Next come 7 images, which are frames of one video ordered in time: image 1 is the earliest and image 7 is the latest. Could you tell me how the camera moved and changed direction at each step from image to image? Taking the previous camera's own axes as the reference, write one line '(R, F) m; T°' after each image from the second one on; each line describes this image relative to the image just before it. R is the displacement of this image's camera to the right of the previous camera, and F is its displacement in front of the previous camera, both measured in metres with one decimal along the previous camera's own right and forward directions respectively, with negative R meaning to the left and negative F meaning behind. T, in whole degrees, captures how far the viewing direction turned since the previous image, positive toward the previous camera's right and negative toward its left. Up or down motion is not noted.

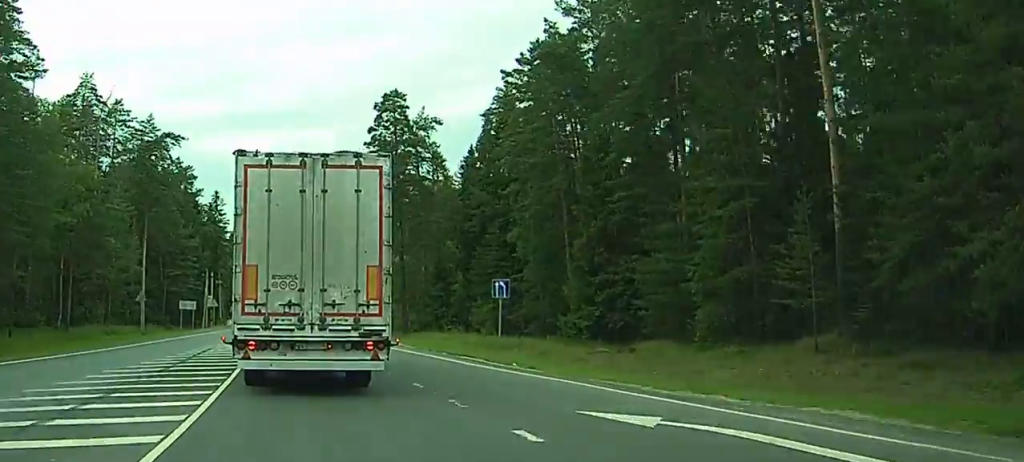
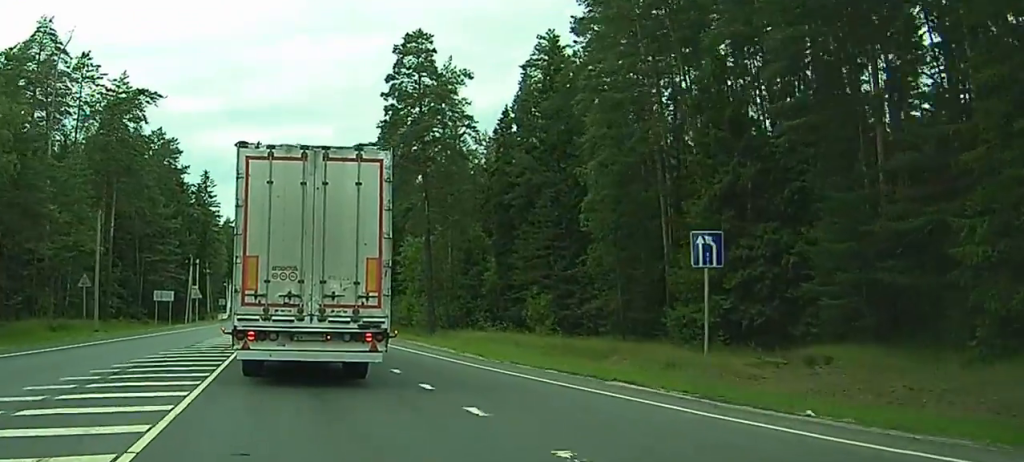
(0.0, +18.2) m; 0°
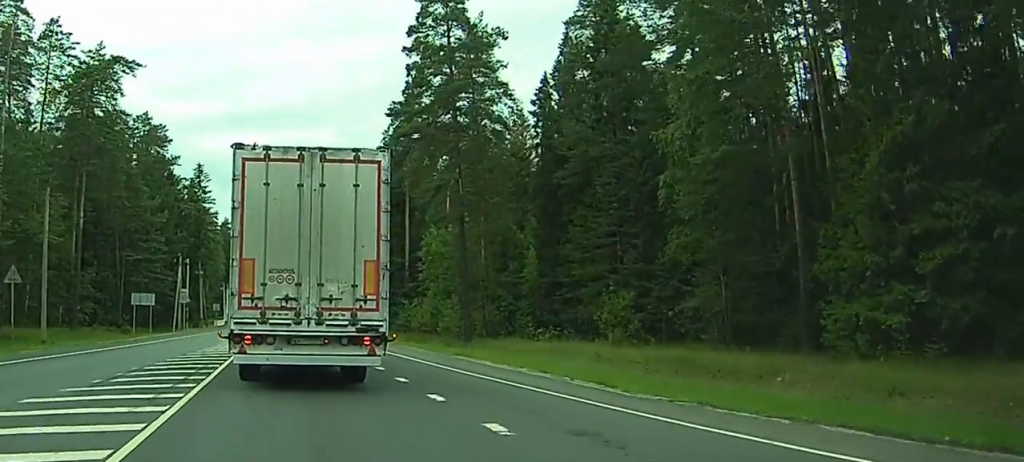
(-0.1, +13.5) m; 0°
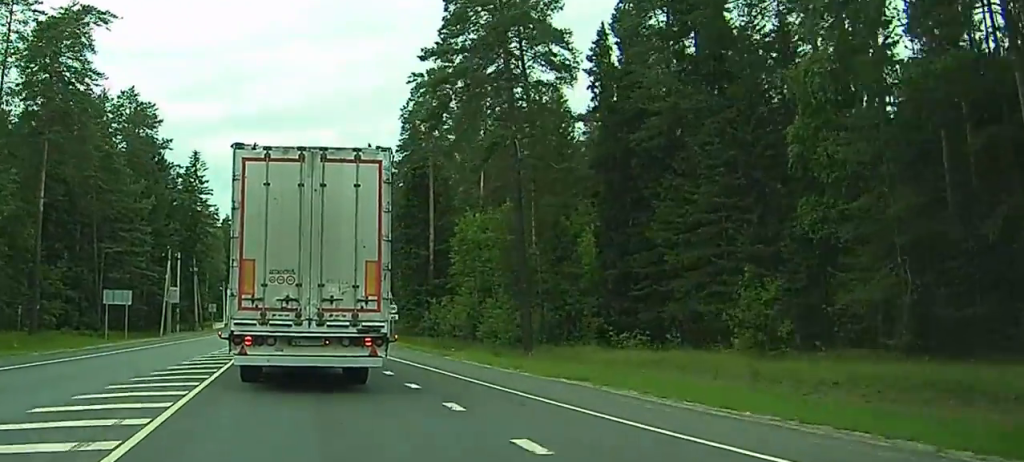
(+0.2, +13.4) m; +1°
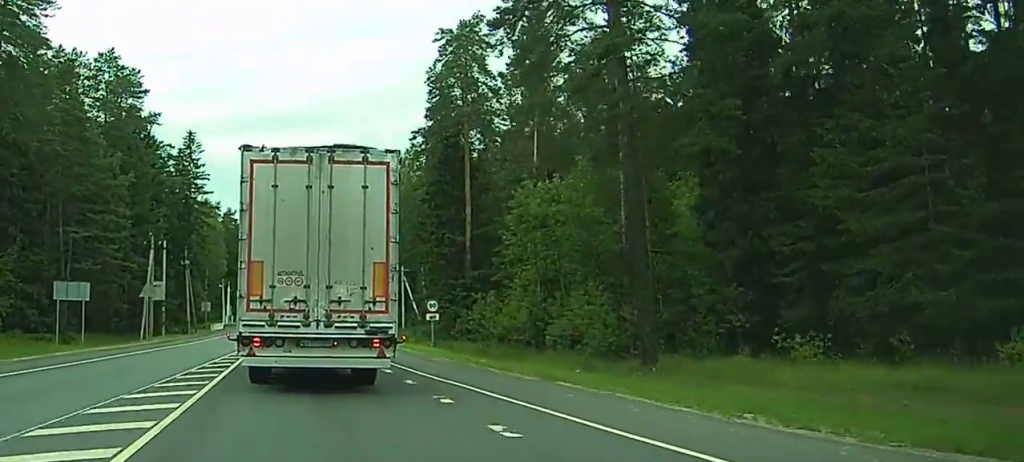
(0.0, +14.8) m; 0°
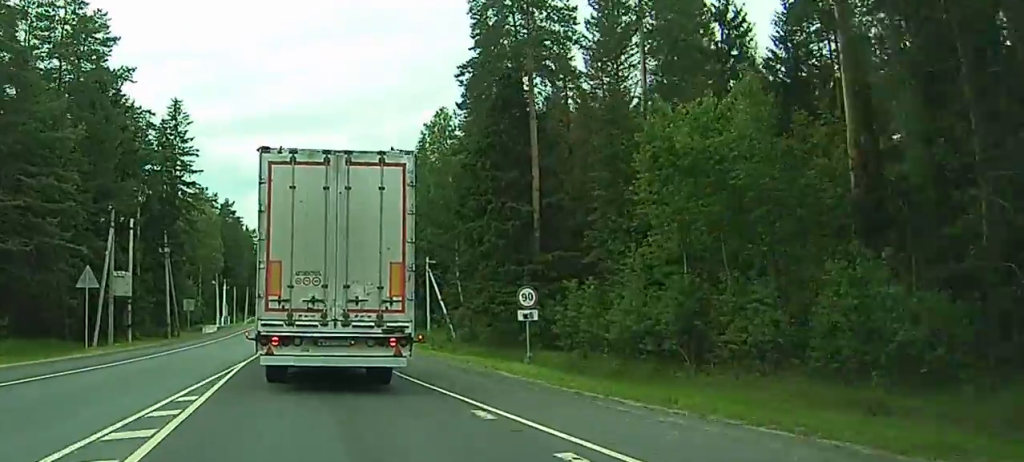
(-0.1, +18.5) m; +1°
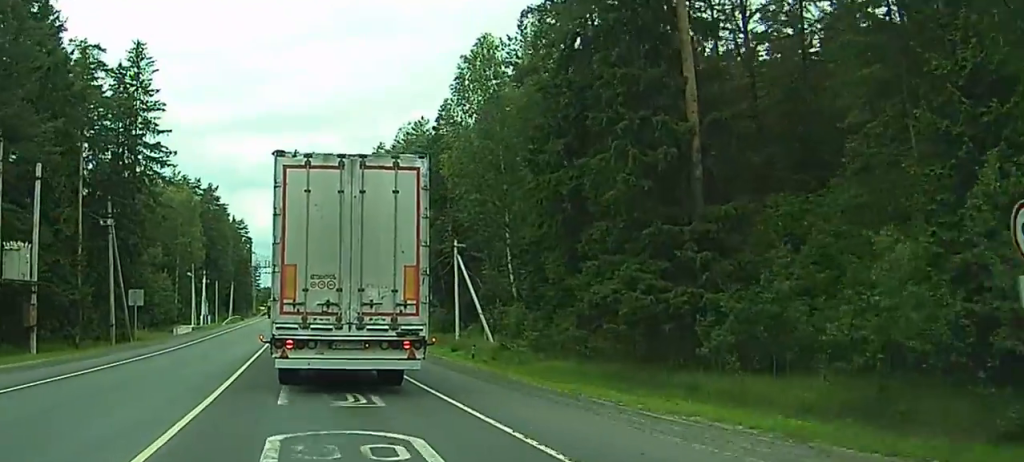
(+0.4, +21.5) m; 0°
